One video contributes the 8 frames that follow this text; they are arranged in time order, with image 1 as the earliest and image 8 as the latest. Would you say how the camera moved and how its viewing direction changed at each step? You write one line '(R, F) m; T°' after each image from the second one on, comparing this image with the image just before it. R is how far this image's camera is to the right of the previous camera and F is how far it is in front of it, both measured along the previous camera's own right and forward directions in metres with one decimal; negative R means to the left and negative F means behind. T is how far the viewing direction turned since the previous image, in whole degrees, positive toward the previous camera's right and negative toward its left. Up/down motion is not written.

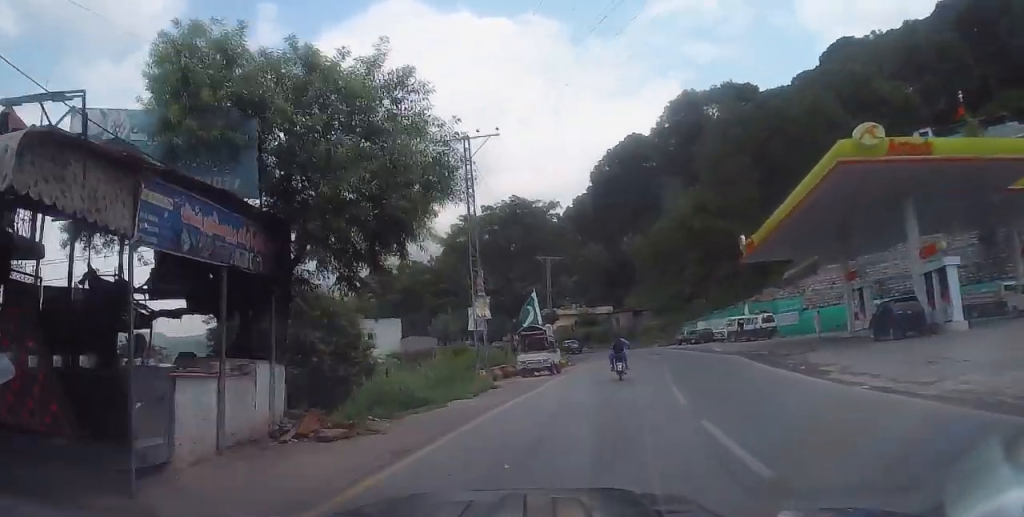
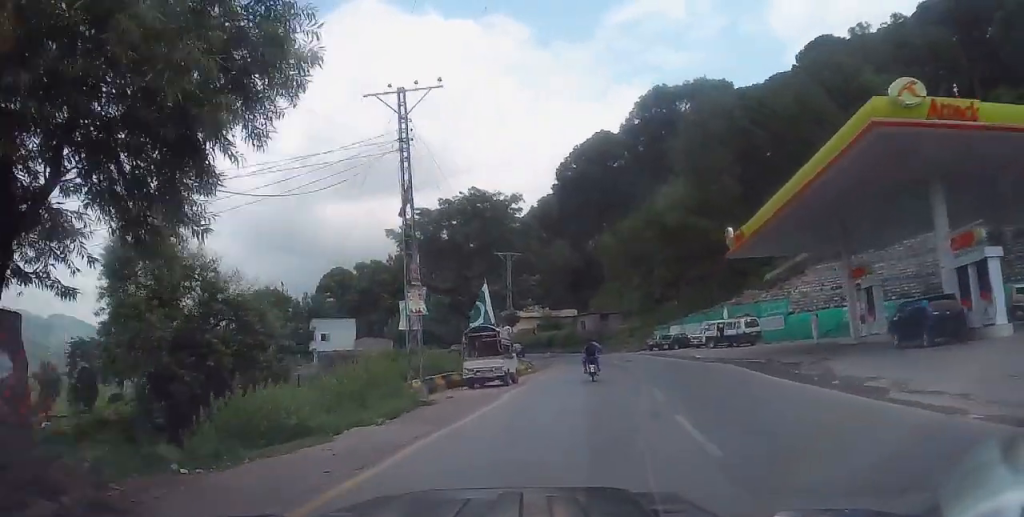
(+0.1, +4.8) m; +2°
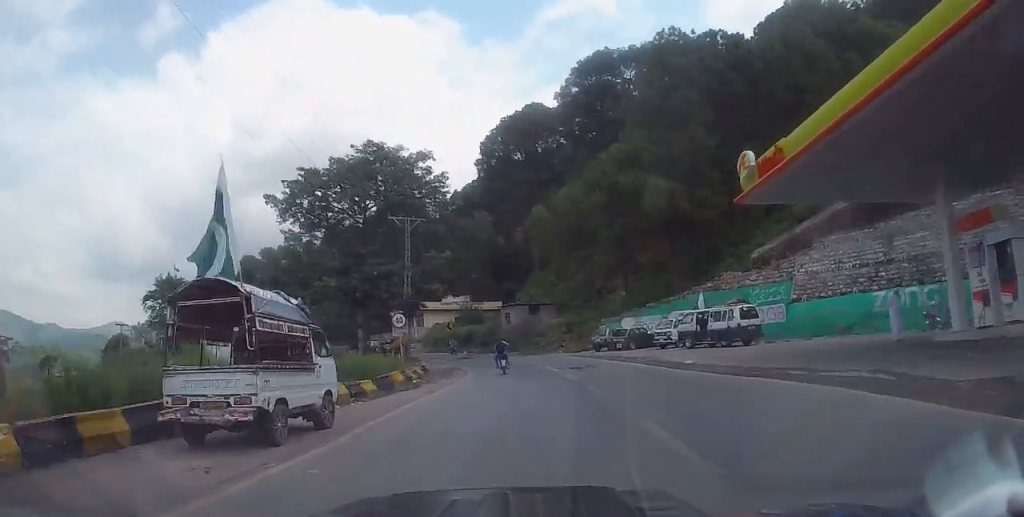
(+0.2, +13.8) m; +3°
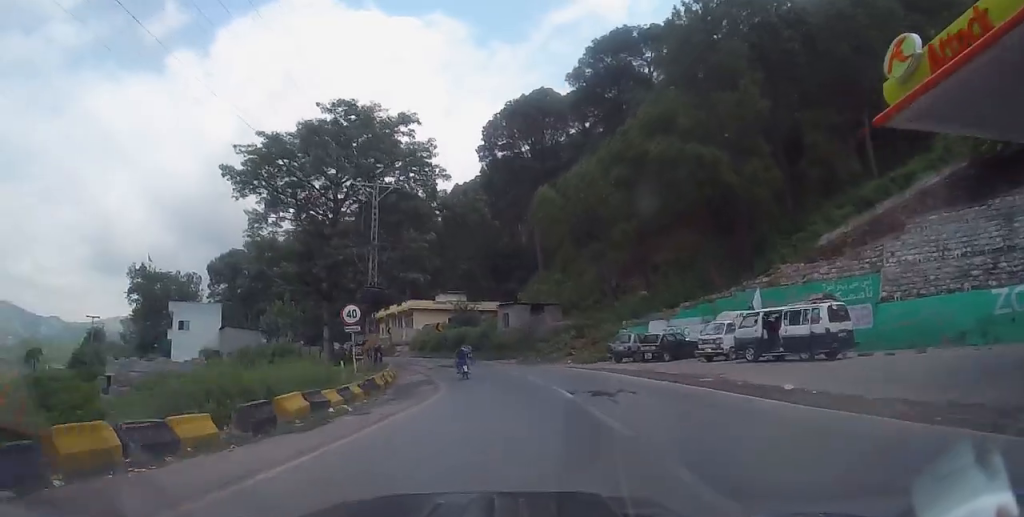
(+0.3, +9.3) m; +1°
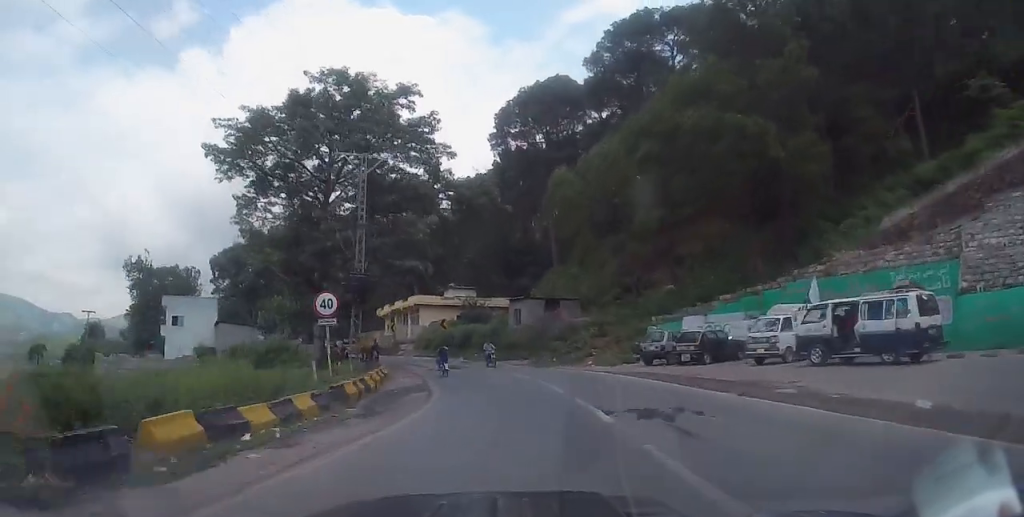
(+0.3, +4.8) m; -2°
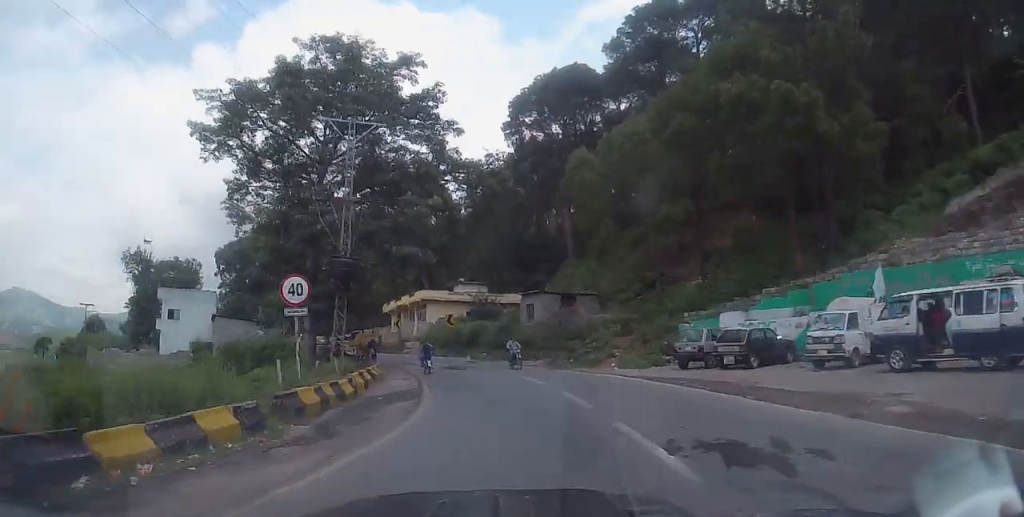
(-0.2, +3.9) m; -2°
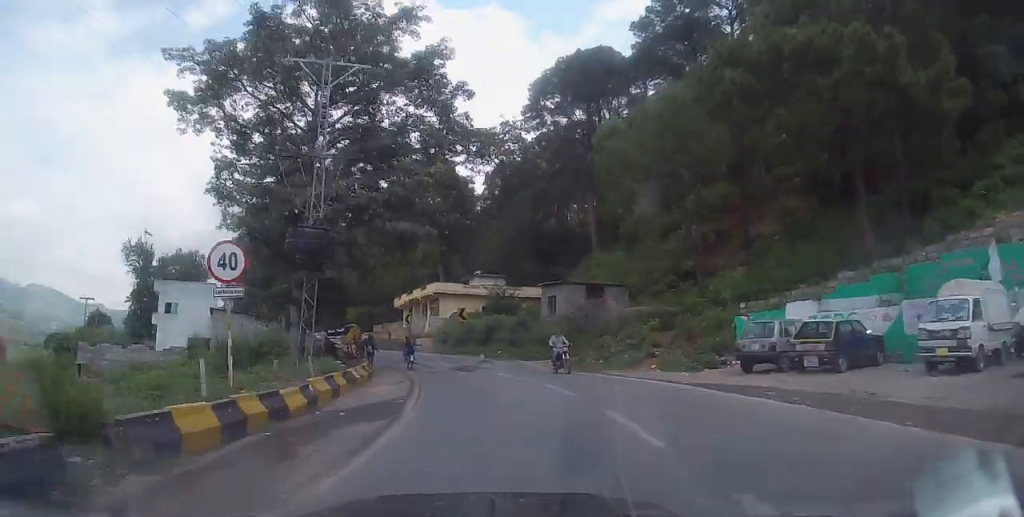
(-0.3, +4.9) m; -3°
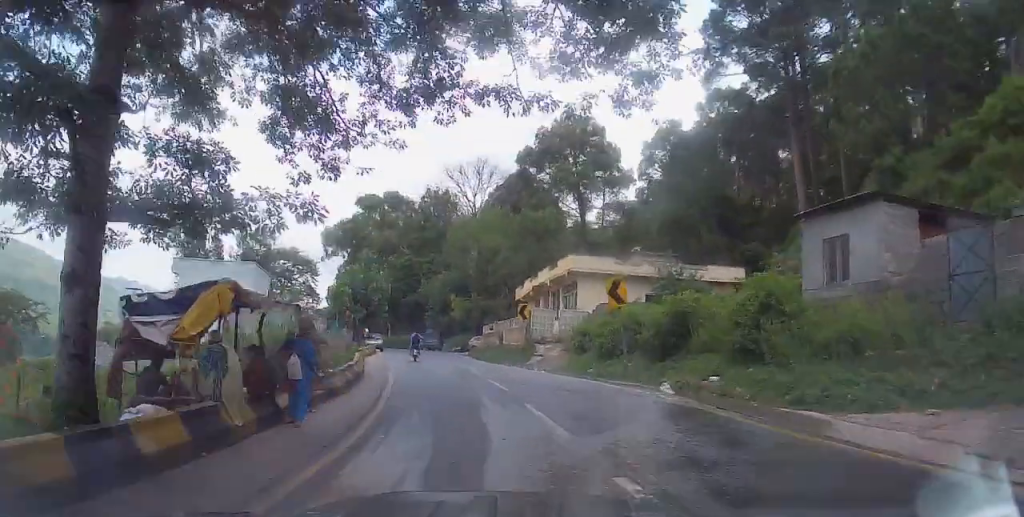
(-2.0, +22.7) m; -11°
